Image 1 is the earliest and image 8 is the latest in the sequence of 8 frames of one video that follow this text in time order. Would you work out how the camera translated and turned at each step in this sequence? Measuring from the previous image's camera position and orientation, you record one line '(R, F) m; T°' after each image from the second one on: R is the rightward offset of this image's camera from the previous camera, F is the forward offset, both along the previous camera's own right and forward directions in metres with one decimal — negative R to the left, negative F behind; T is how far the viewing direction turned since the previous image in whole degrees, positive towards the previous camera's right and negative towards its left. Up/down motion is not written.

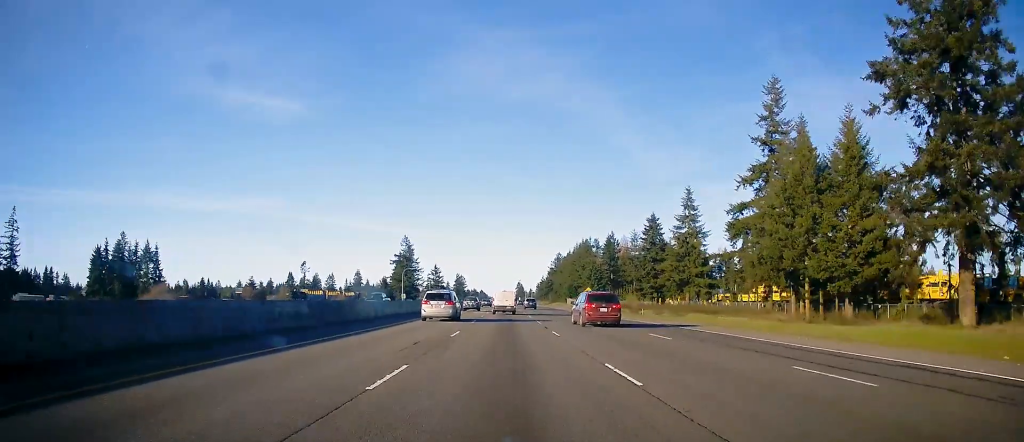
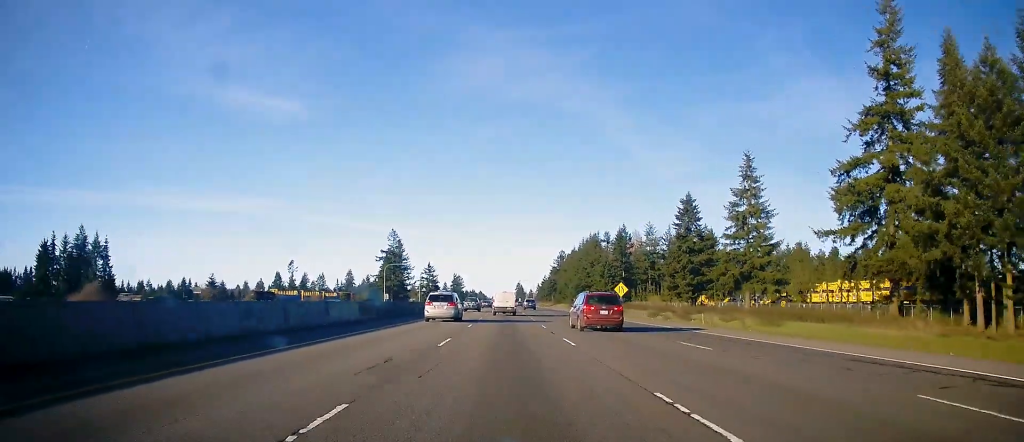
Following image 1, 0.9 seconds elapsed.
(+0.2, +28.6) m; +1°
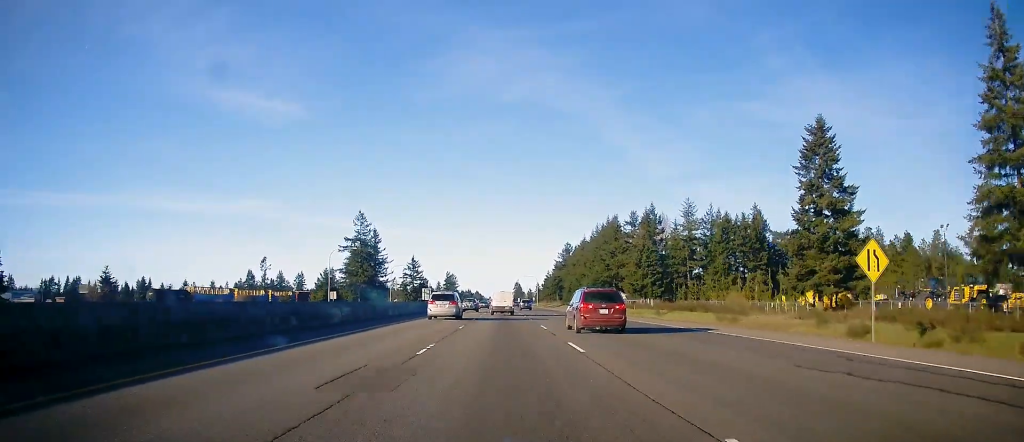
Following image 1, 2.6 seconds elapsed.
(+0.4, +51.9) m; 0°
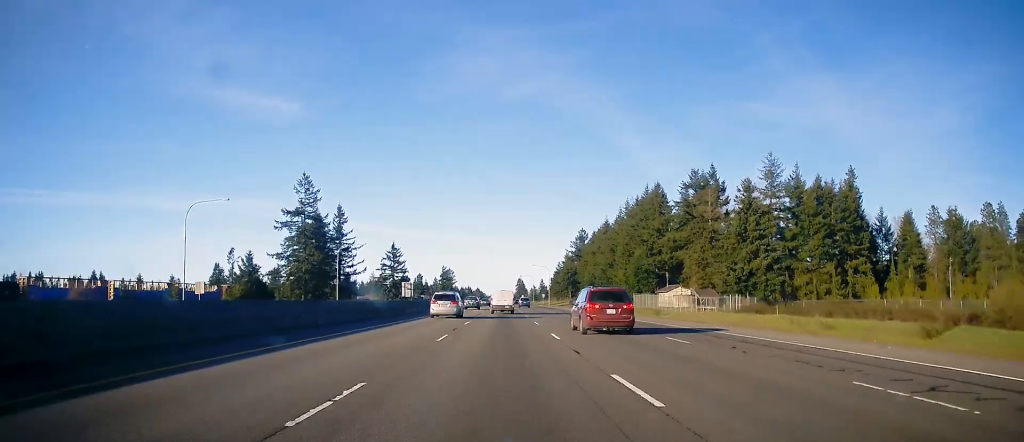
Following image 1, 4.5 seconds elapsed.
(-0.7, +56.2) m; -1°
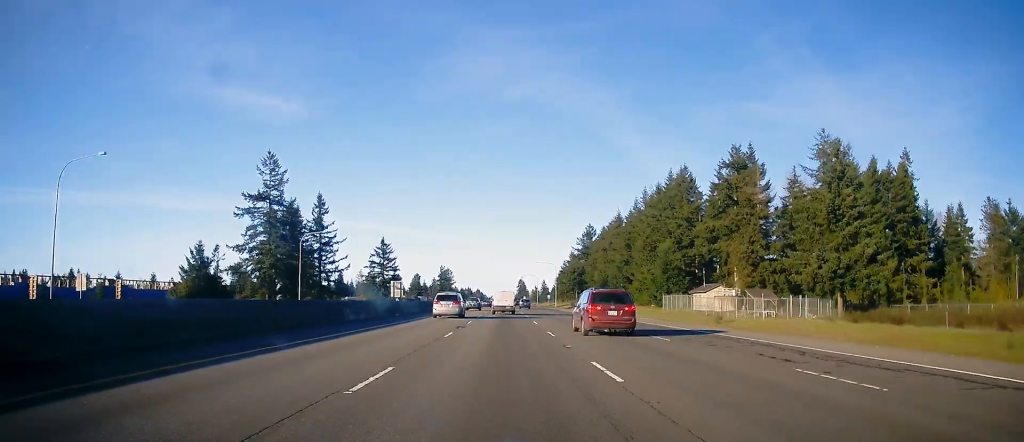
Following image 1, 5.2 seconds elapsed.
(0.0, +22.1) m; 0°
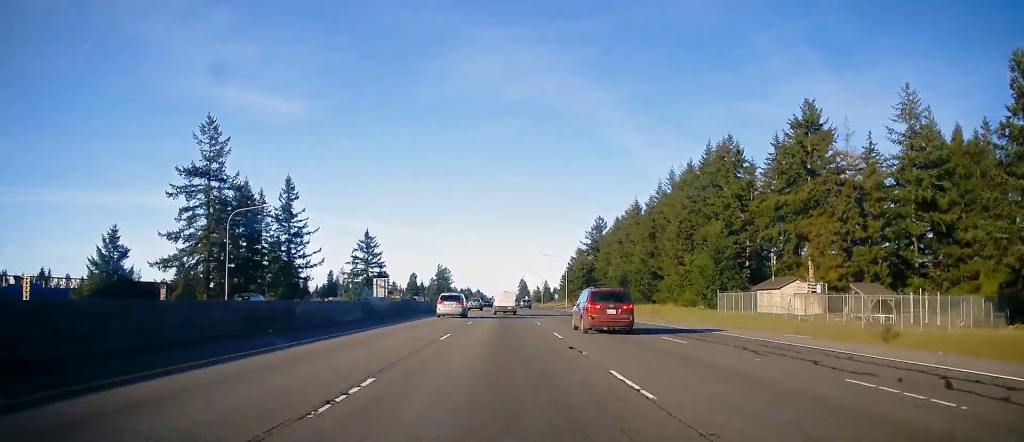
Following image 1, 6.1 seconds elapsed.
(0.0, +26.1) m; 0°
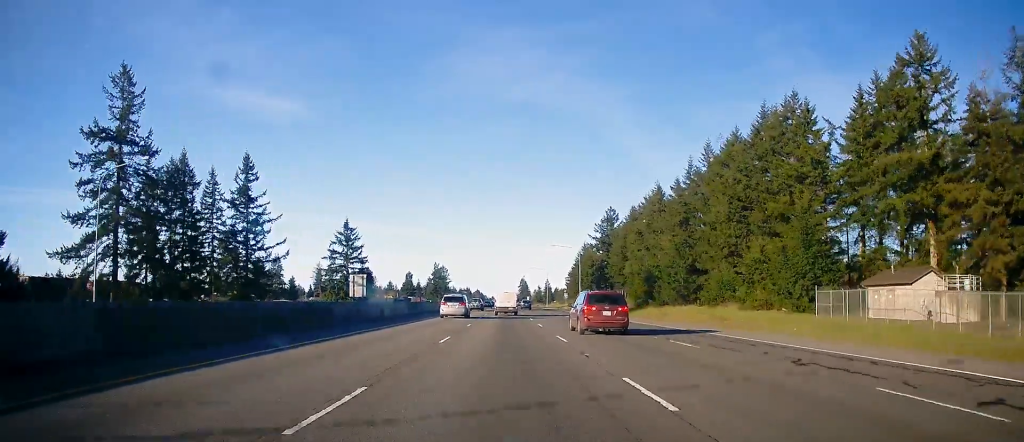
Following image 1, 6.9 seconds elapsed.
(0.0, +25.1) m; 0°
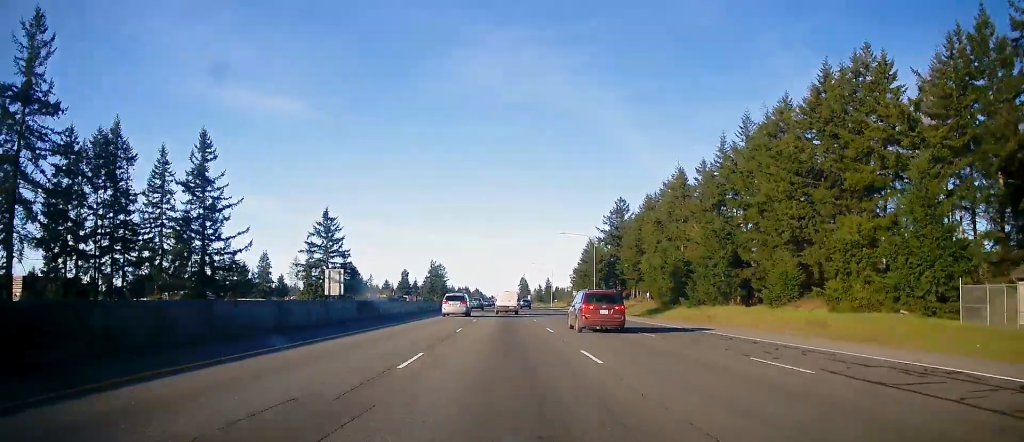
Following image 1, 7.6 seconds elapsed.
(0.0, +19.1) m; 0°
